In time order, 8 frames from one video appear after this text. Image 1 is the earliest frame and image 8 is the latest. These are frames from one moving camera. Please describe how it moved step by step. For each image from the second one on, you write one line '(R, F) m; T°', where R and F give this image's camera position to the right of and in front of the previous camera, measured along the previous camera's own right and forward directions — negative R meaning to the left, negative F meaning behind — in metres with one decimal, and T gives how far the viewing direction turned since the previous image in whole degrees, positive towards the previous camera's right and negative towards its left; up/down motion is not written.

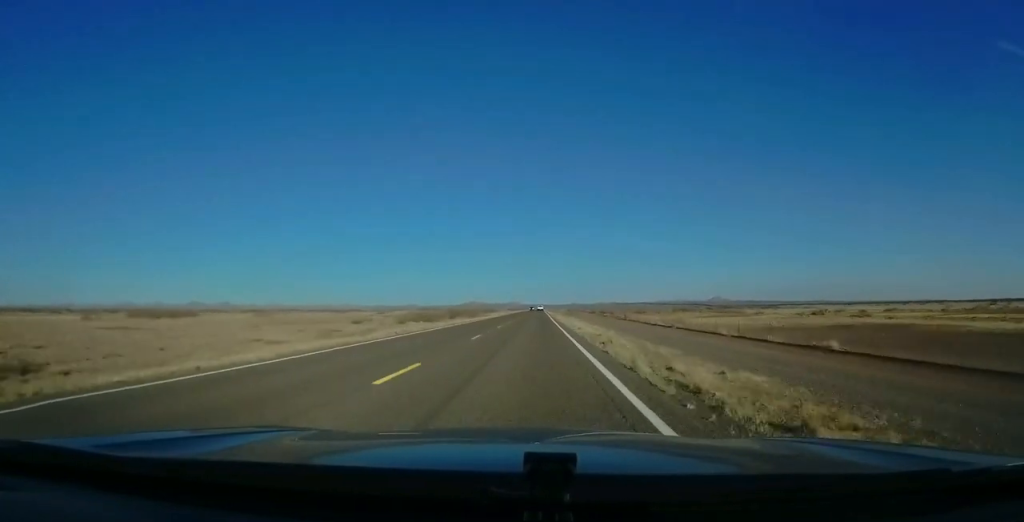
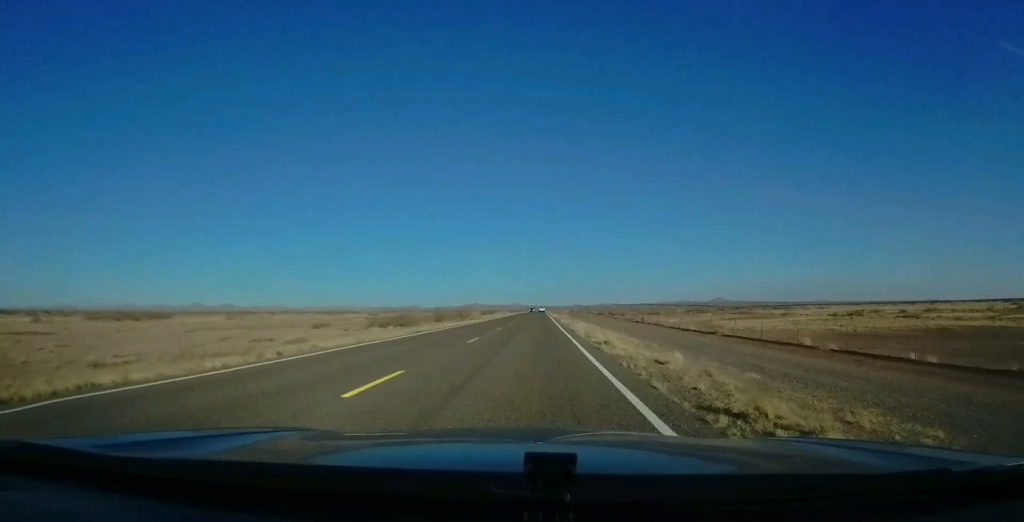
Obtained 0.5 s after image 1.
(+0.2, +13.6) m; 0°
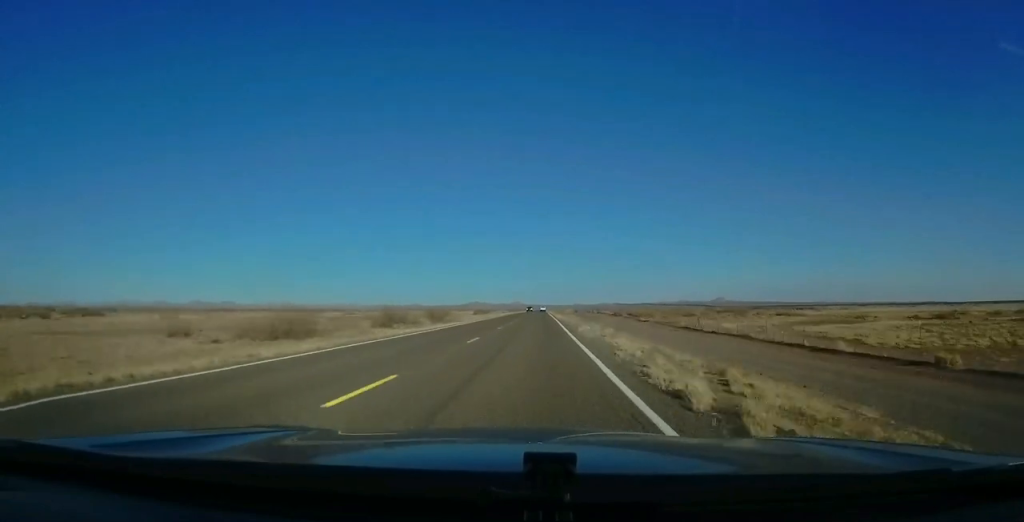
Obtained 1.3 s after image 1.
(+0.5, +25.2) m; +1°
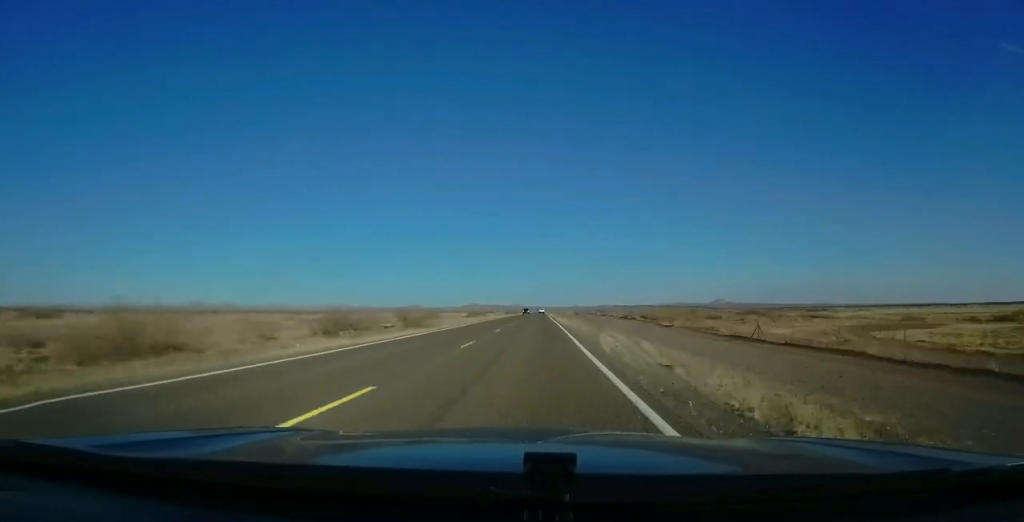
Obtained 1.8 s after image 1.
(-0.2, +13.5) m; 0°
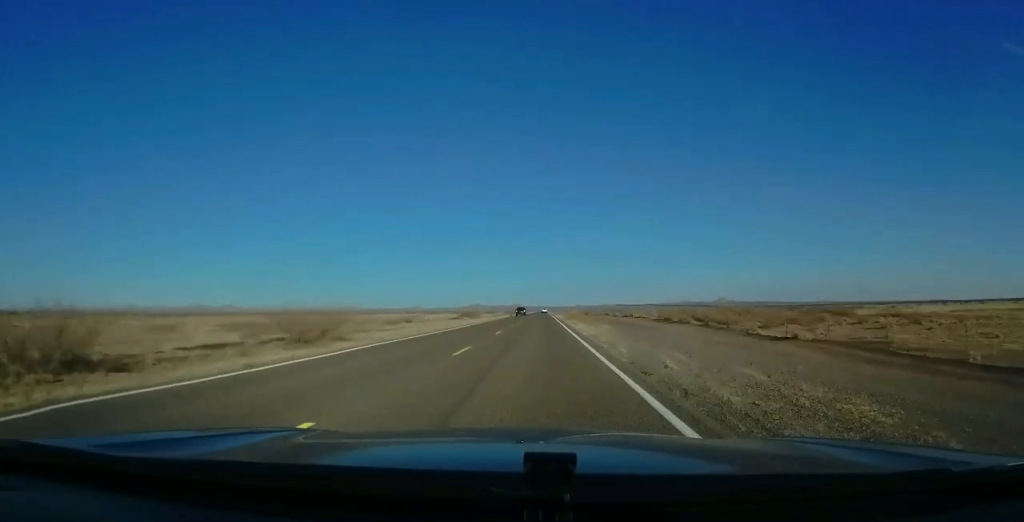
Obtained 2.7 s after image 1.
(-0.1, +27.0) m; 0°
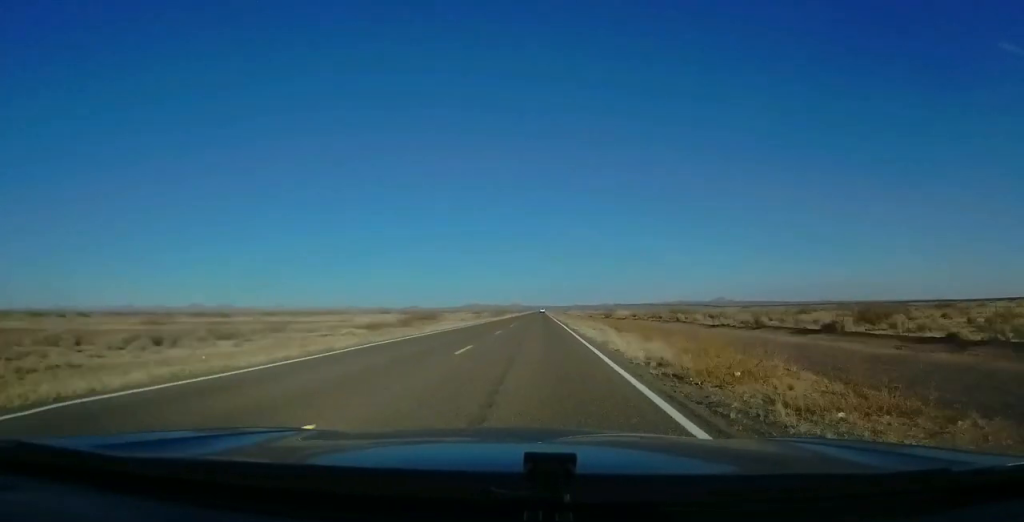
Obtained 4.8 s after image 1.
(+0.8, +60.7) m; +1°
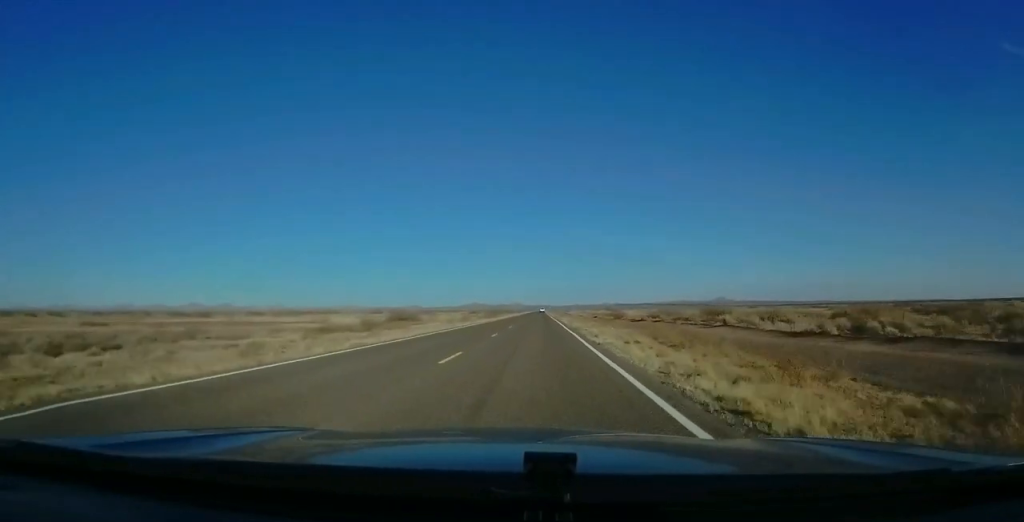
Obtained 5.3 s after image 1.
(0.0, +14.4) m; 0°
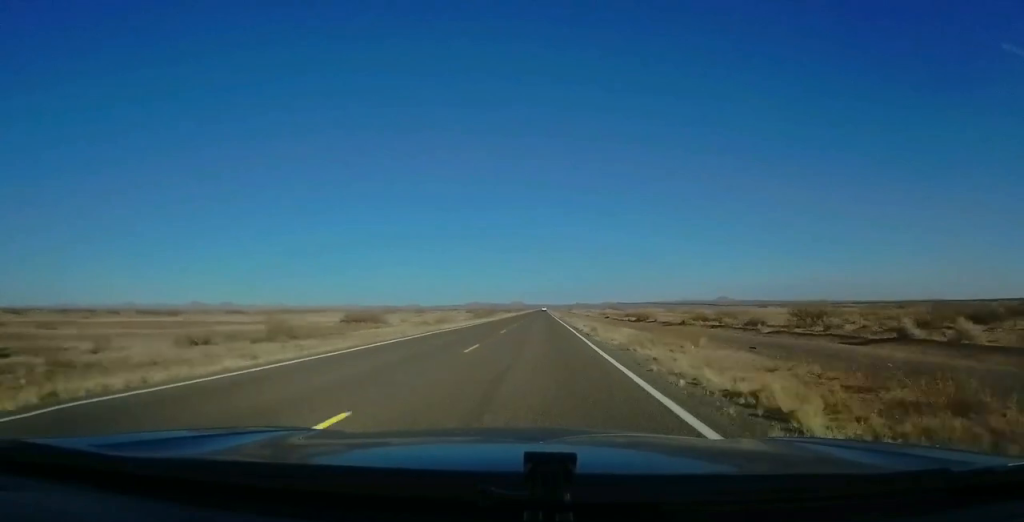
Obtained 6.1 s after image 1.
(-0.3, +21.2) m; -1°
